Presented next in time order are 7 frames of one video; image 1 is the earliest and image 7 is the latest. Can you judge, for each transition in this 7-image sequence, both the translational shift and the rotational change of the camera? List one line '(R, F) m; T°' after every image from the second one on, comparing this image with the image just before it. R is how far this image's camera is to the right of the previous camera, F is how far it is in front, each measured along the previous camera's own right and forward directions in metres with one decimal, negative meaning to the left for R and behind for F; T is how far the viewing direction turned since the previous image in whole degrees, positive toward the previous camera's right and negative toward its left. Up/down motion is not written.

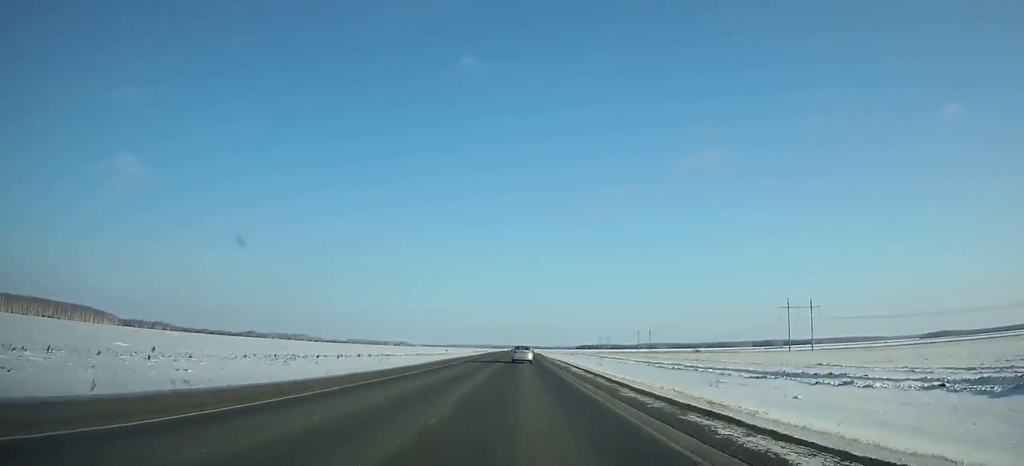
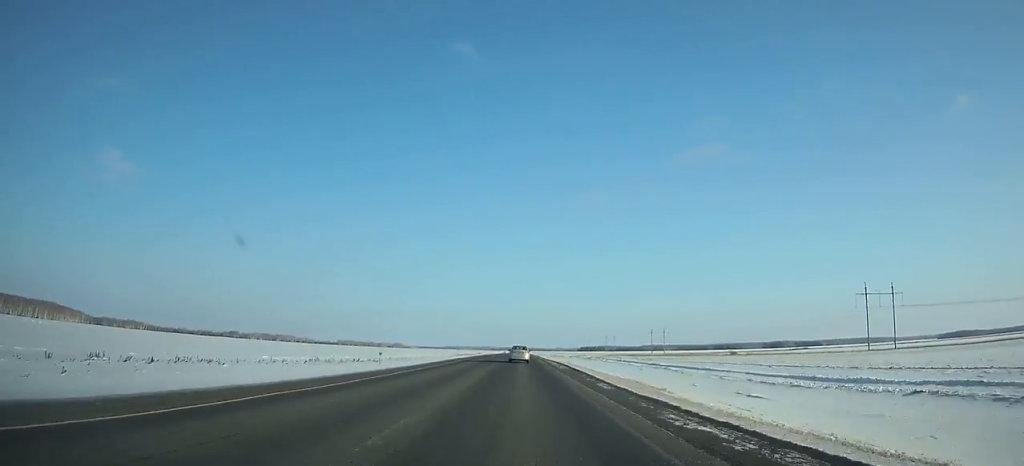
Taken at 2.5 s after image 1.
(0.0, +72.7) m; 0°
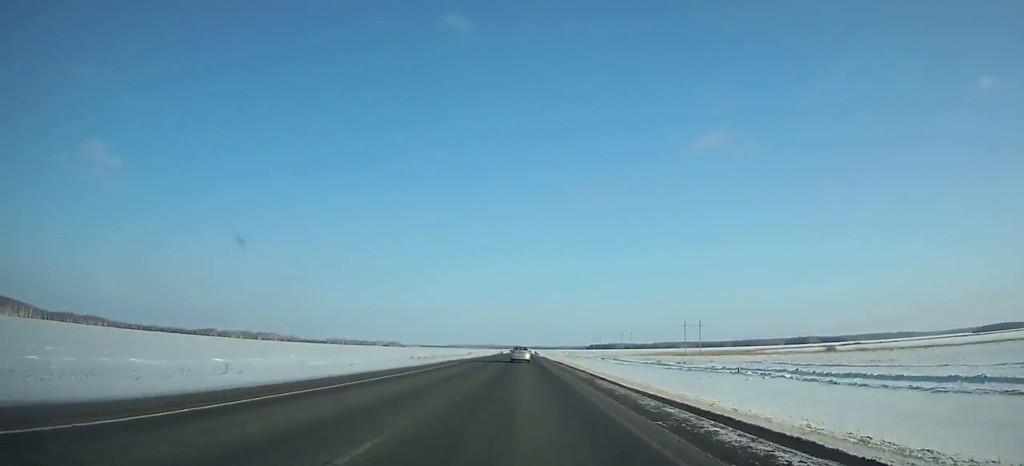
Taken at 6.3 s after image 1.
(+0.5, +111.0) m; 0°
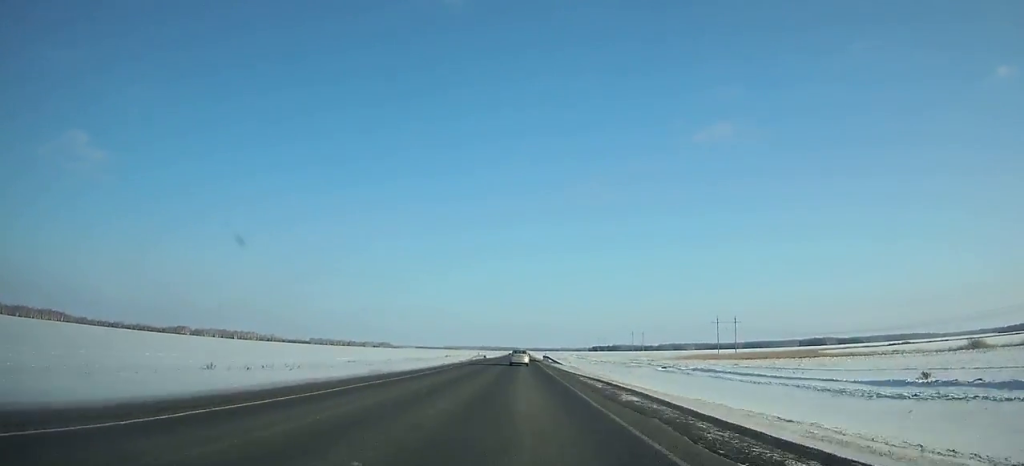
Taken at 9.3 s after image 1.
(-1.0, +88.7) m; 0°
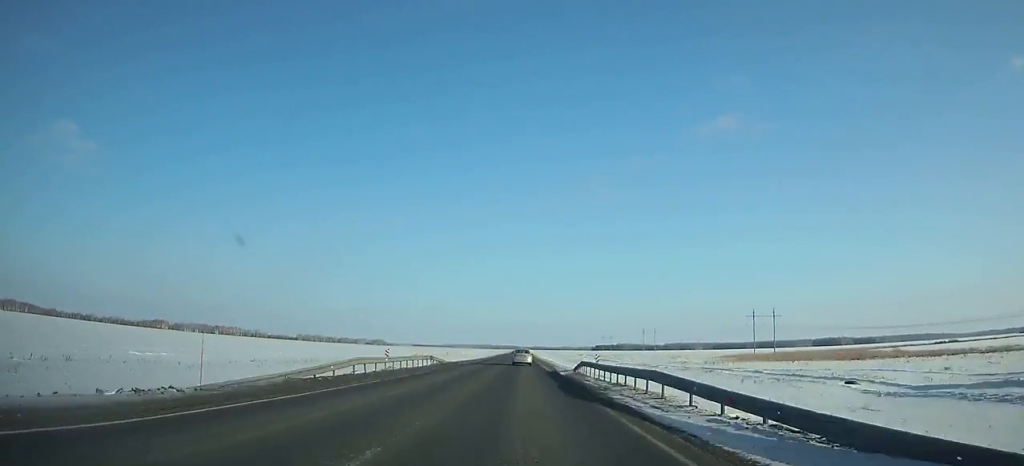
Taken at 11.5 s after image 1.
(+0.3, +65.8) m; 0°
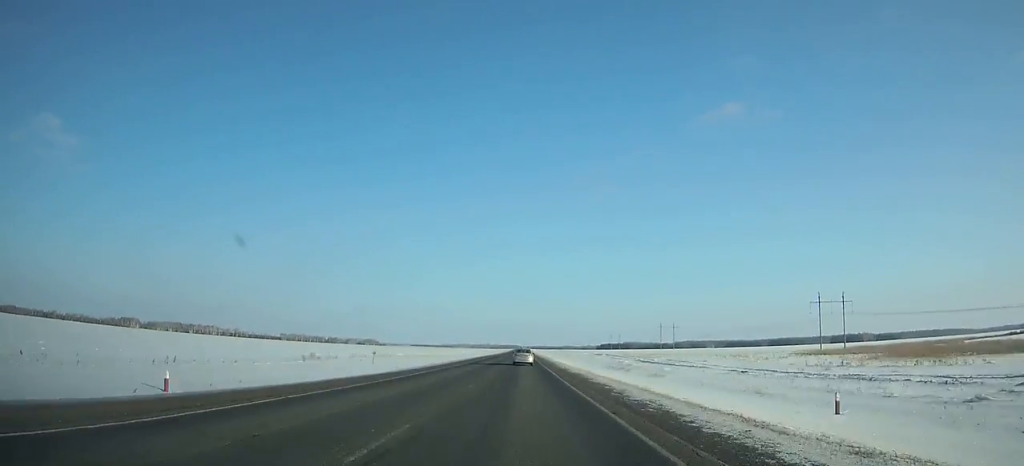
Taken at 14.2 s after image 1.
(+0.2, +81.1) m; 0°
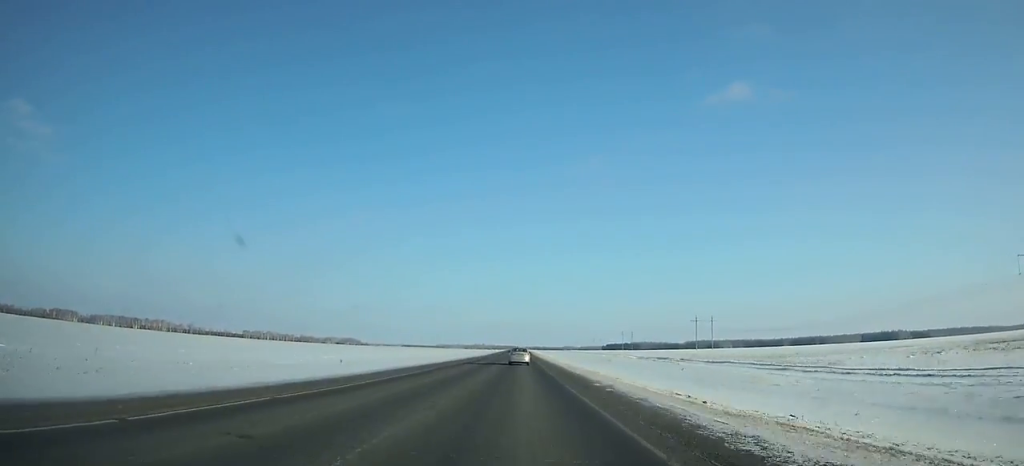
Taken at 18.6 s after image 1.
(+0.2, +132.1) m; 0°
